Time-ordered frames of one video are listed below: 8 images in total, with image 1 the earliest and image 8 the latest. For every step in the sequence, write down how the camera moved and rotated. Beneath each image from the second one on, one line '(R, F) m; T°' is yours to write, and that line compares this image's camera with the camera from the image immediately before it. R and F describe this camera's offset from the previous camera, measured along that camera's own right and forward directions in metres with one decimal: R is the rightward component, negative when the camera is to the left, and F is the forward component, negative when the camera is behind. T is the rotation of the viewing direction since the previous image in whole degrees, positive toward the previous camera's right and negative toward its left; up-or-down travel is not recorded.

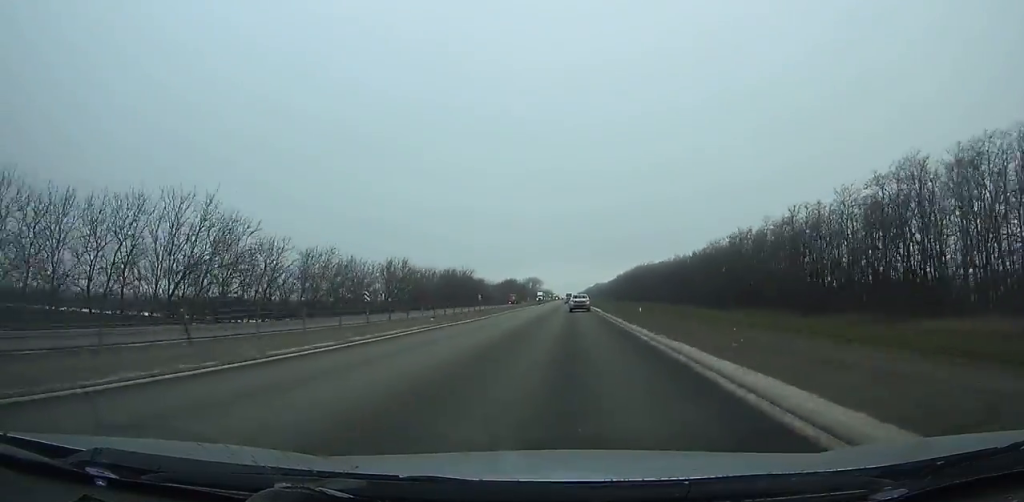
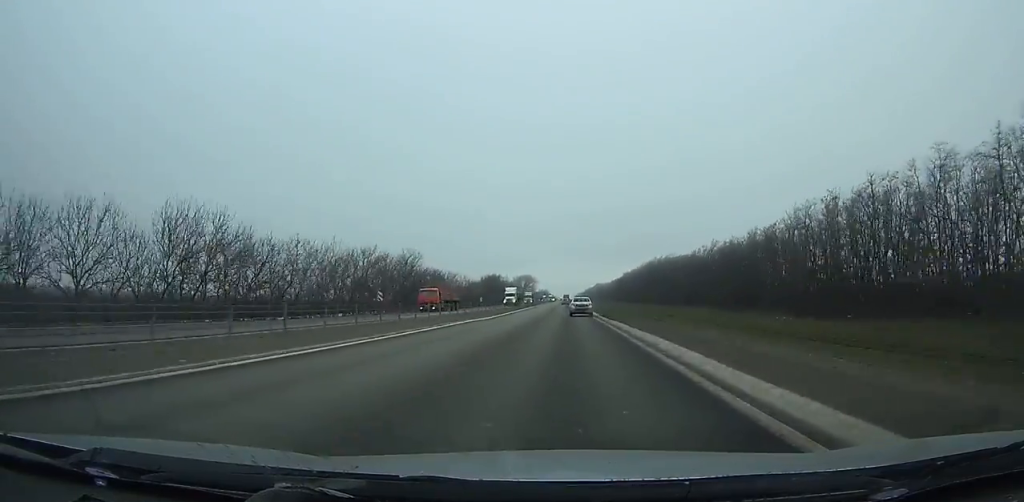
(-0.2, +58.4) m; 0°
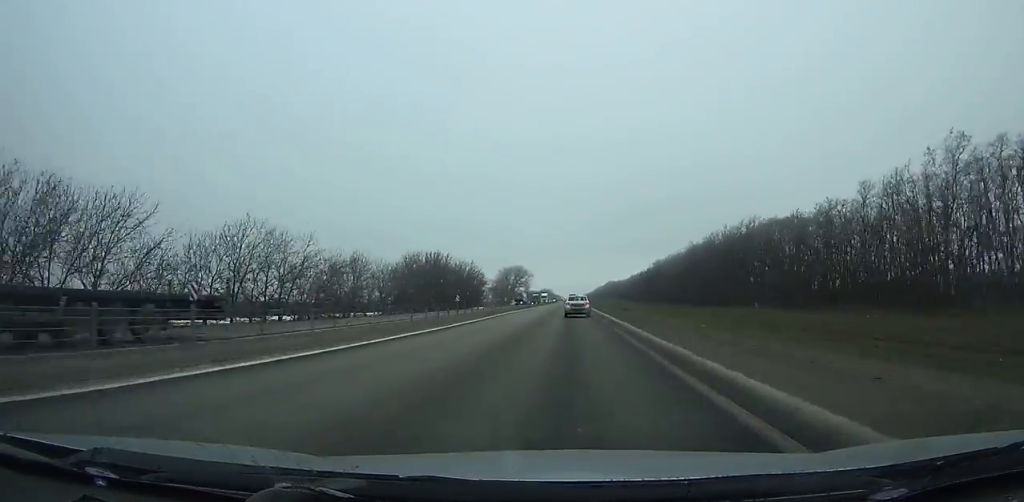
(-0.2, +104.3) m; 0°
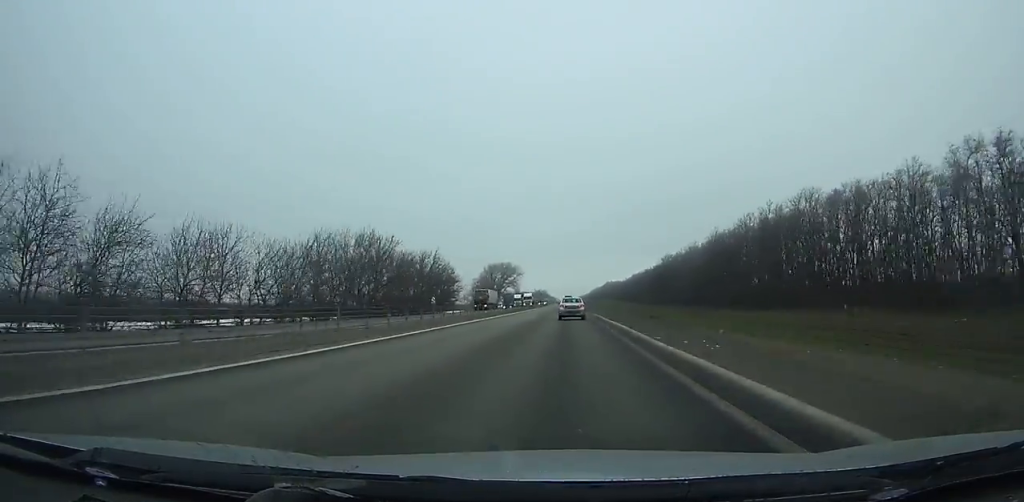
(0.0, +36.1) m; 0°
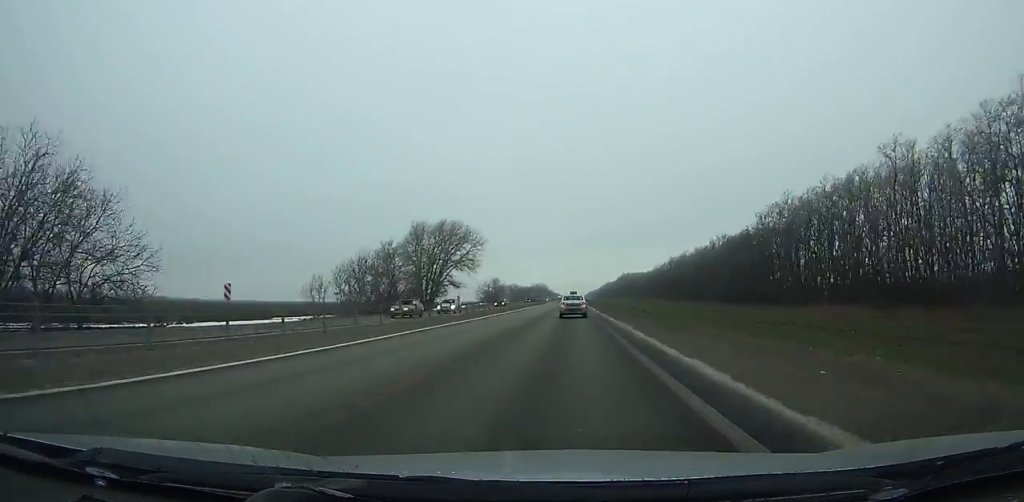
(-0.3, +112.4) m; 0°
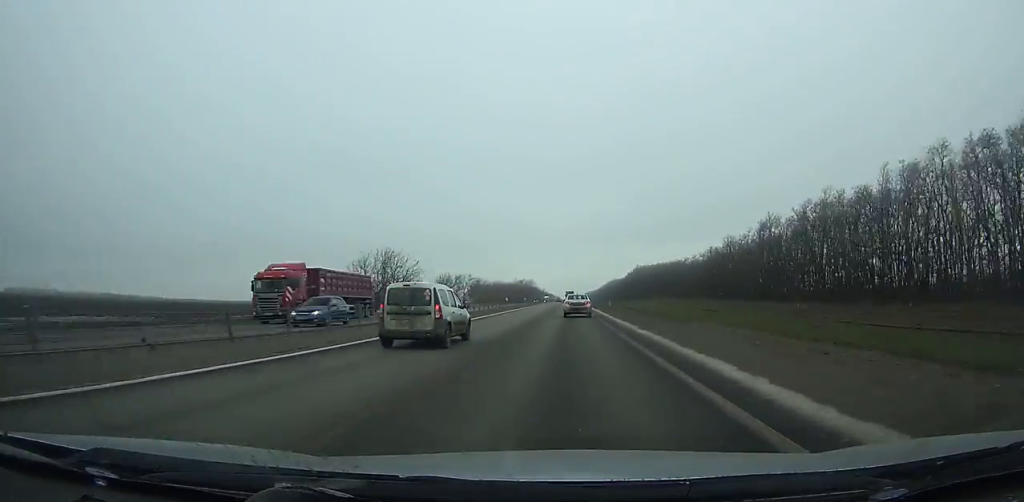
(+0.2, +116.4) m; 0°
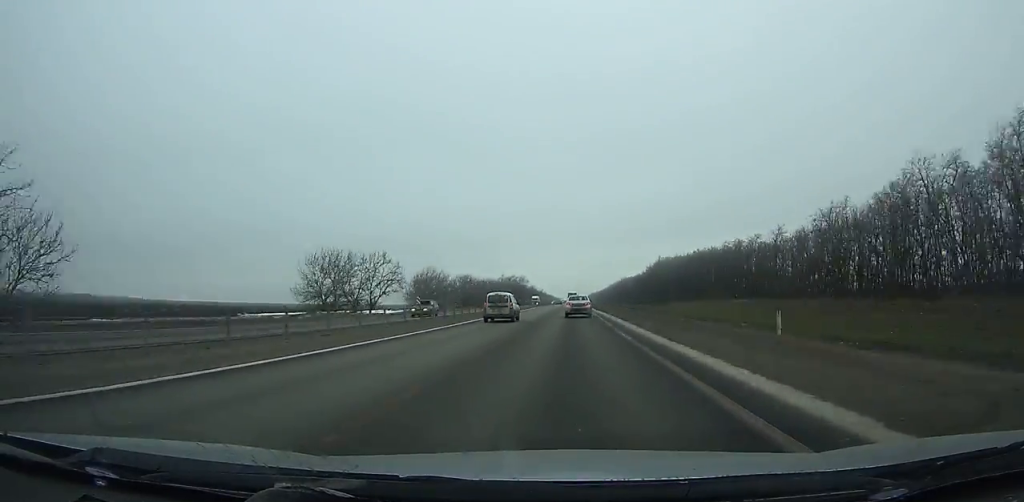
(+0.1, +75.8) m; 0°
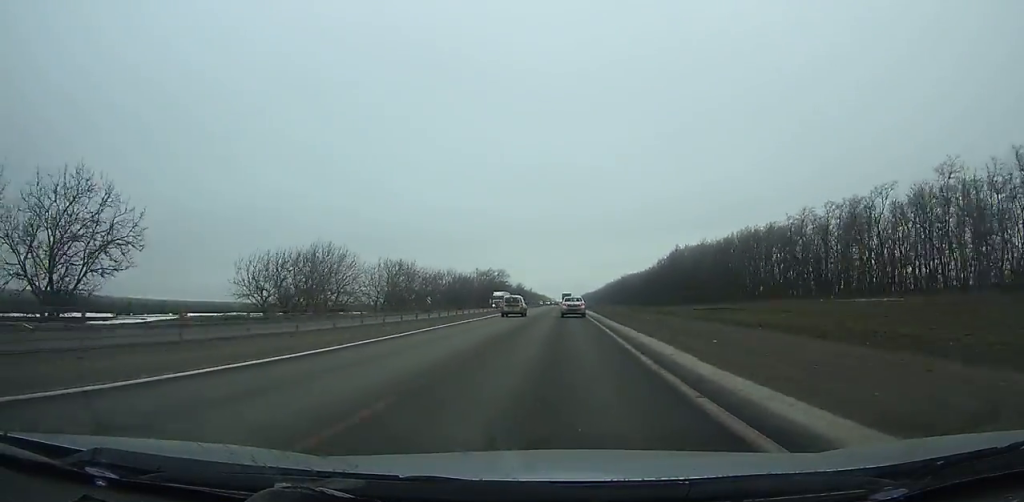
(+0.2, +55.7) m; 0°
